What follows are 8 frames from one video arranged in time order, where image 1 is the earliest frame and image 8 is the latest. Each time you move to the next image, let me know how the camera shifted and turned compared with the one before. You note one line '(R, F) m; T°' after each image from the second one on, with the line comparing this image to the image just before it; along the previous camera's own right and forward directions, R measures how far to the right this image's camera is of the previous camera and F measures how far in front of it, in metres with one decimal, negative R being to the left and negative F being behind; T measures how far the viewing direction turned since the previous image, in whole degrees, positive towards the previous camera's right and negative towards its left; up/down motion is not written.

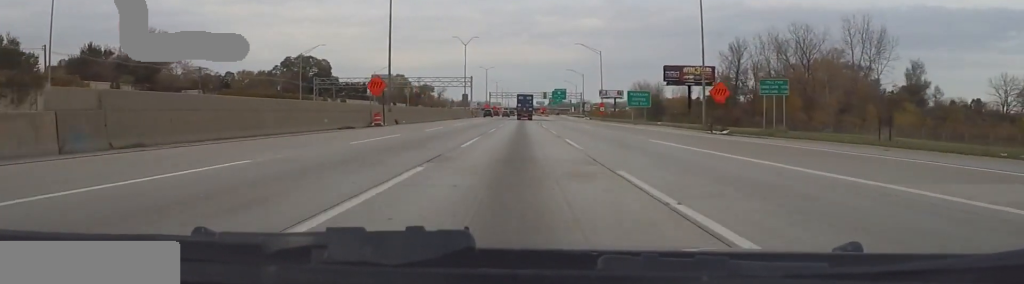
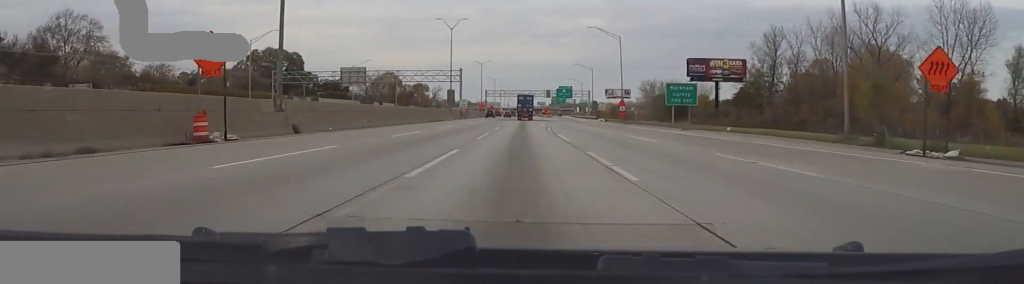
(0.0, +25.0) m; 0°
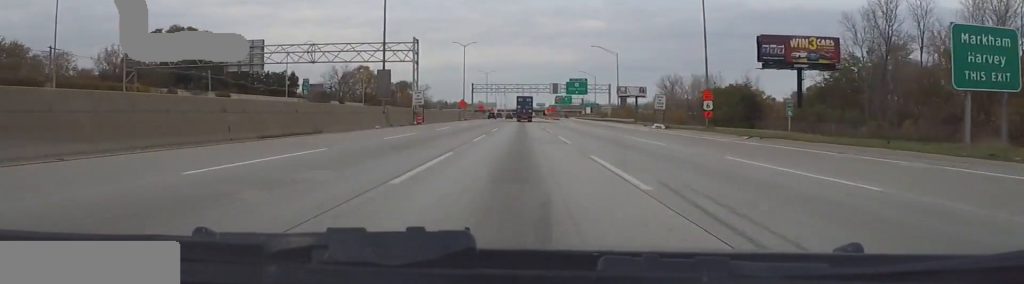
(0.0, +47.4) m; 0°
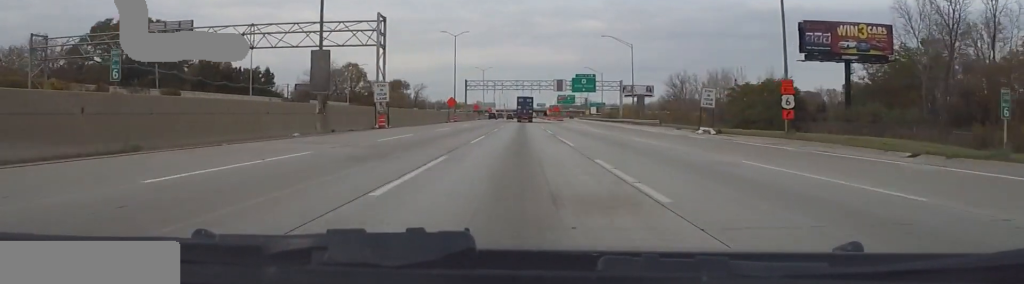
(0.0, +16.6) m; 0°
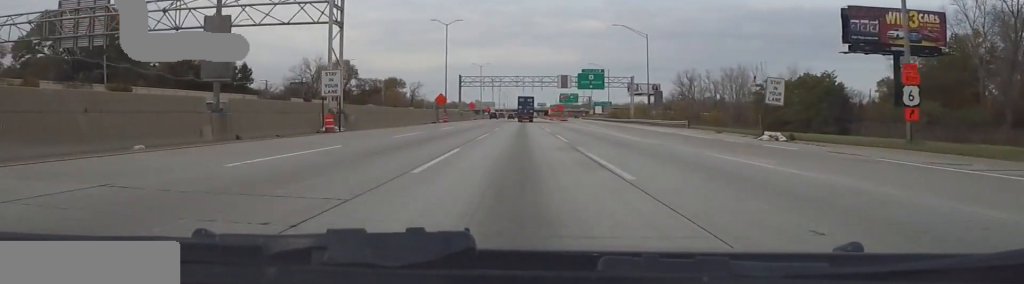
(0.0, +12.7) m; 0°
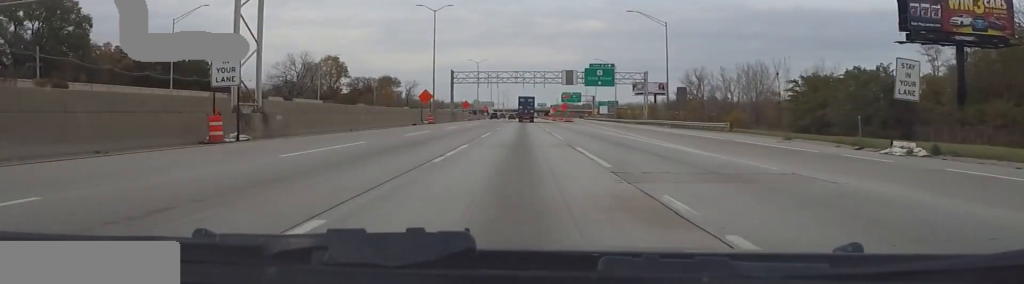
(0.0, +12.7) m; 0°
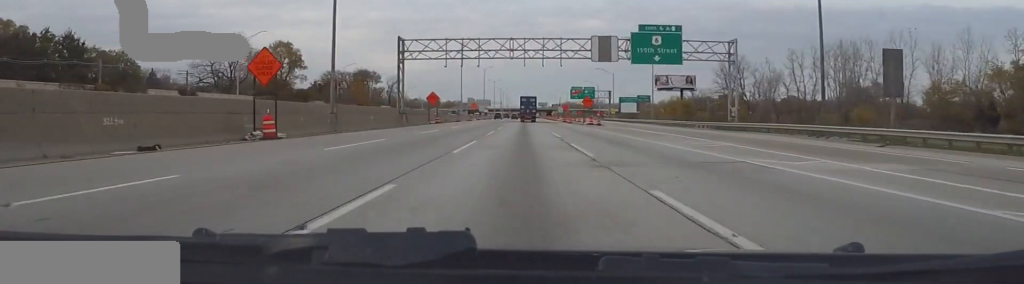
(0.0, +43.5) m; 0°
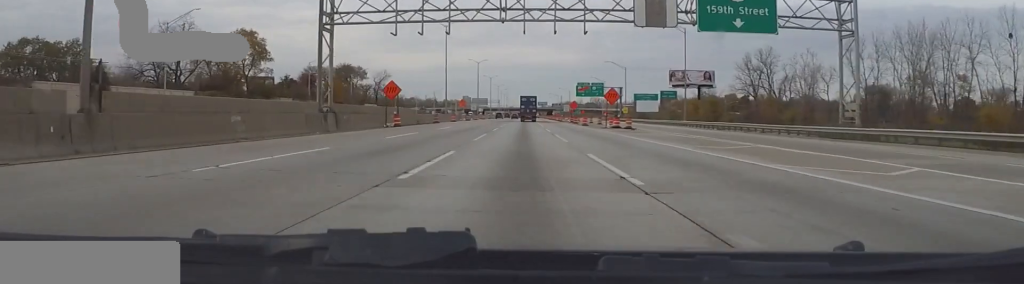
(0.0, +22.8) m; 0°
